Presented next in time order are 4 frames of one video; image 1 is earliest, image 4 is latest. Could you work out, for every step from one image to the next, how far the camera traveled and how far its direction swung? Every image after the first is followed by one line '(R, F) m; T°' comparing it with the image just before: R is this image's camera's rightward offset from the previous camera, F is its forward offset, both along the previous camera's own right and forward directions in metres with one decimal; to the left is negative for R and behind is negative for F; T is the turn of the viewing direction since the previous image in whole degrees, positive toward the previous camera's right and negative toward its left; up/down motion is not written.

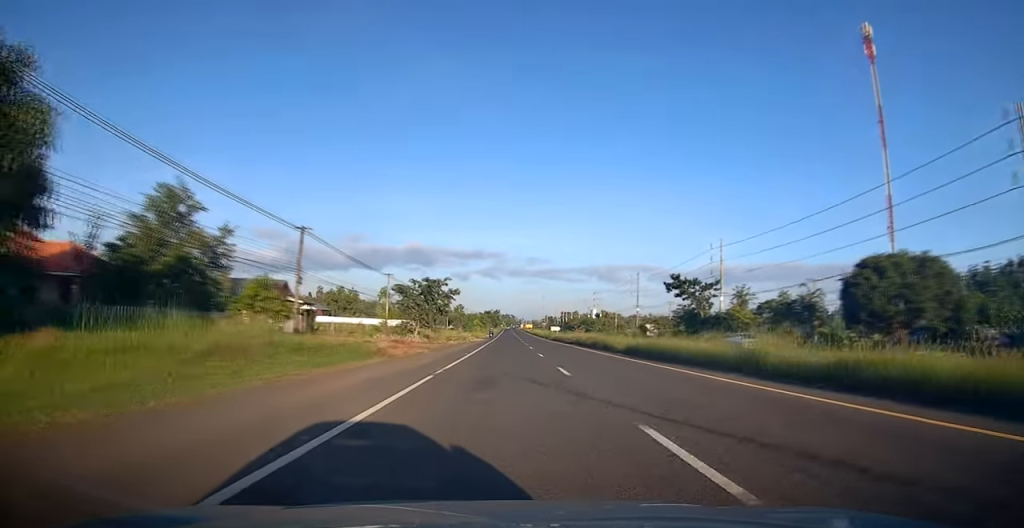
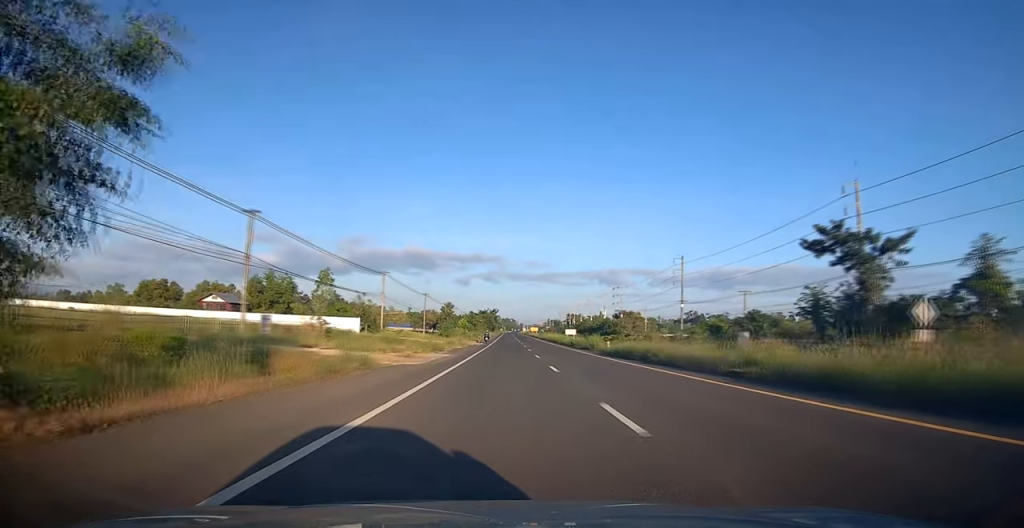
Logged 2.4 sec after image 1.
(+0.2, +44.7) m; 0°
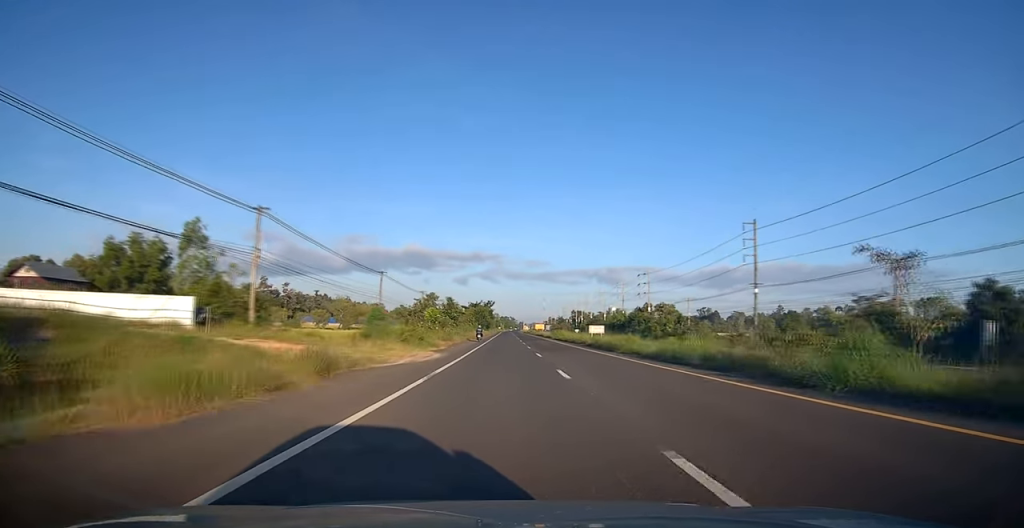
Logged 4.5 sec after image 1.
(-0.2, +40.1) m; -1°
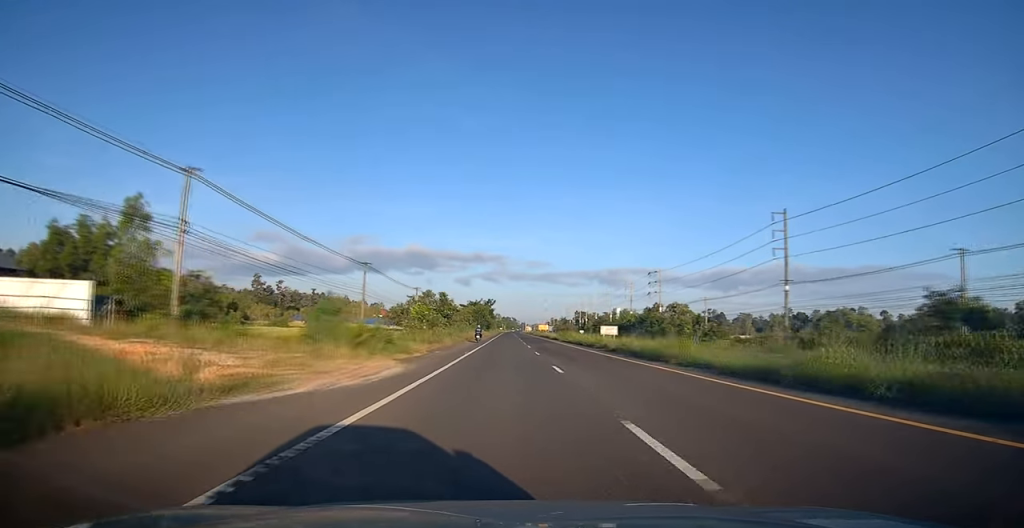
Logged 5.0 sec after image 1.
(-0.2, +10.0) m; 0°
